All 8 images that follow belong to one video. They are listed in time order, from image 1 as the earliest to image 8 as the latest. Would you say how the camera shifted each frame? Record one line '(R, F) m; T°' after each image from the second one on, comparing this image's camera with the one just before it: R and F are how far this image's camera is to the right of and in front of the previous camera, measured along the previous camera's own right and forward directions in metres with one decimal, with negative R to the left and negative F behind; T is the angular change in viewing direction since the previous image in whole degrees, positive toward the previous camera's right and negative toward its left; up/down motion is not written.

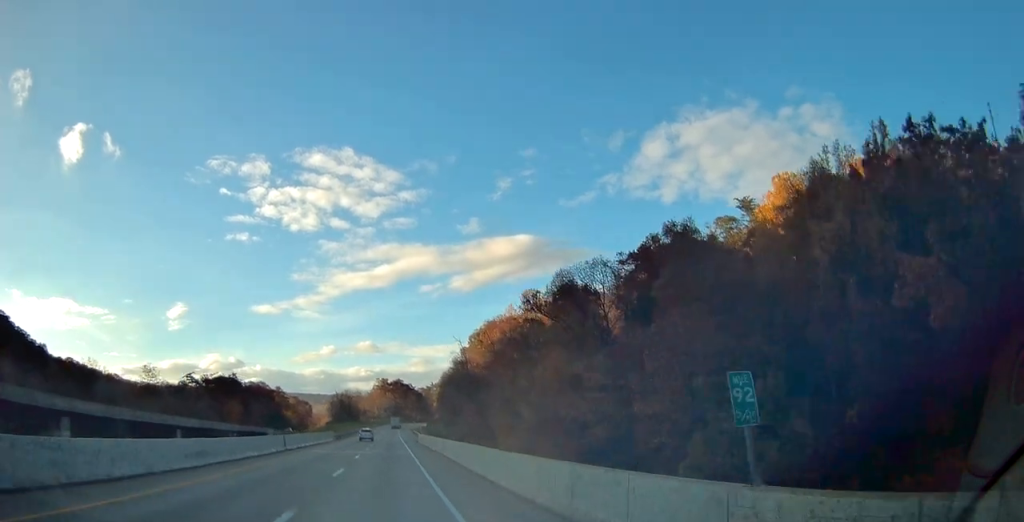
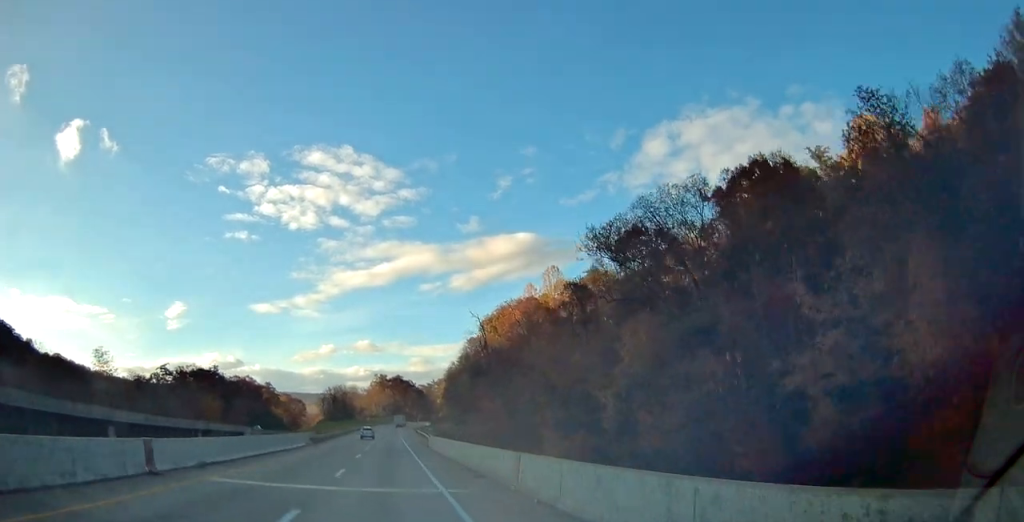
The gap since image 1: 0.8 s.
(+0.1, +24.6) m; 0°
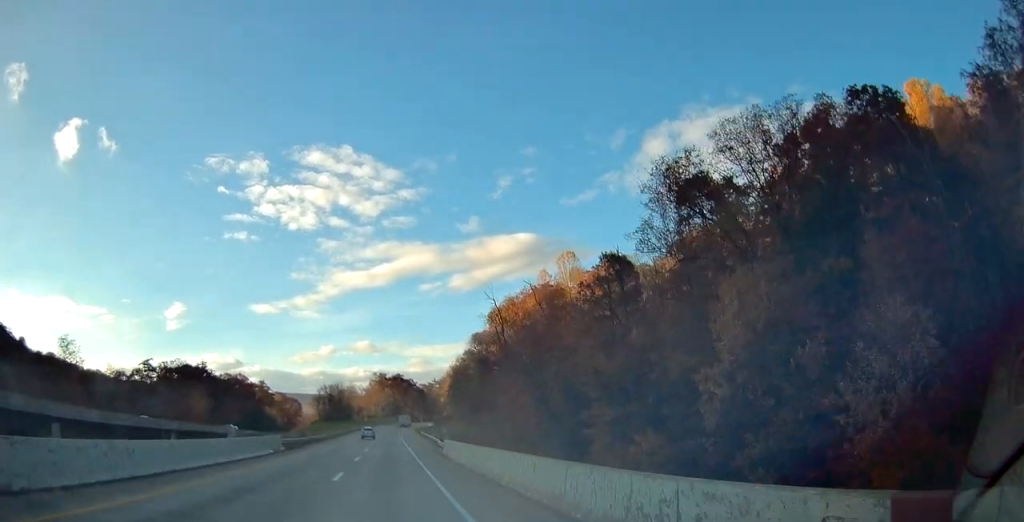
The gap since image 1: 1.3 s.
(0.0, +13.7) m; 0°
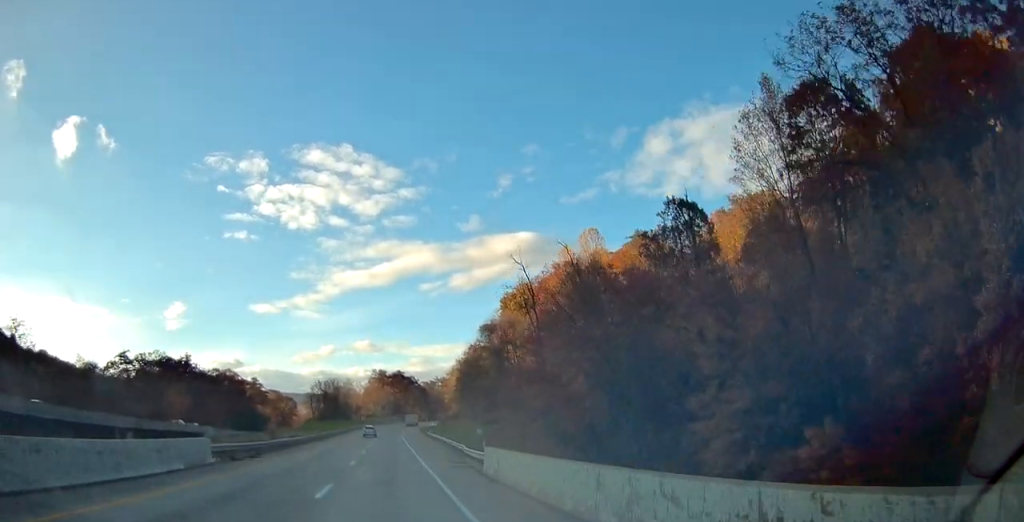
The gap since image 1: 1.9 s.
(-0.1, +16.7) m; 0°
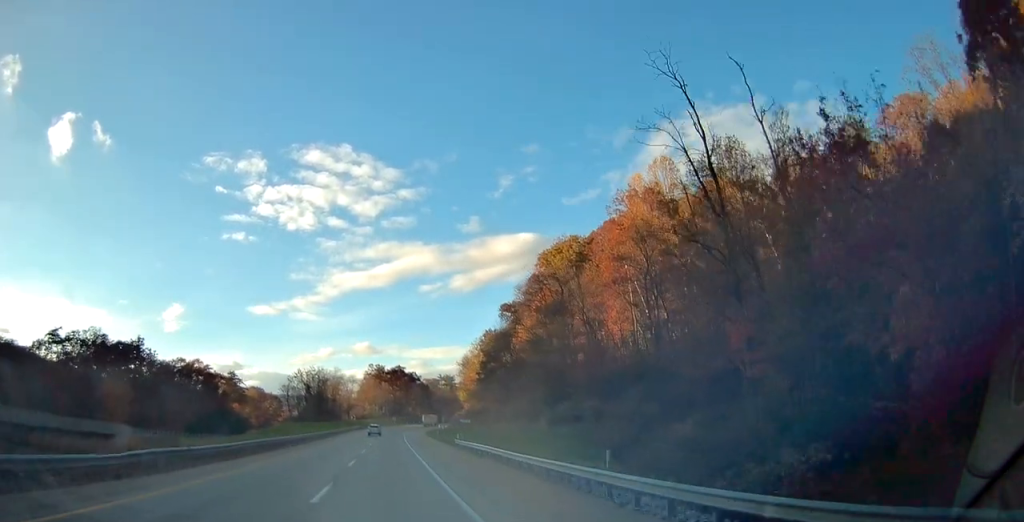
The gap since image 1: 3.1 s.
(+0.2, +36.3) m; 0°
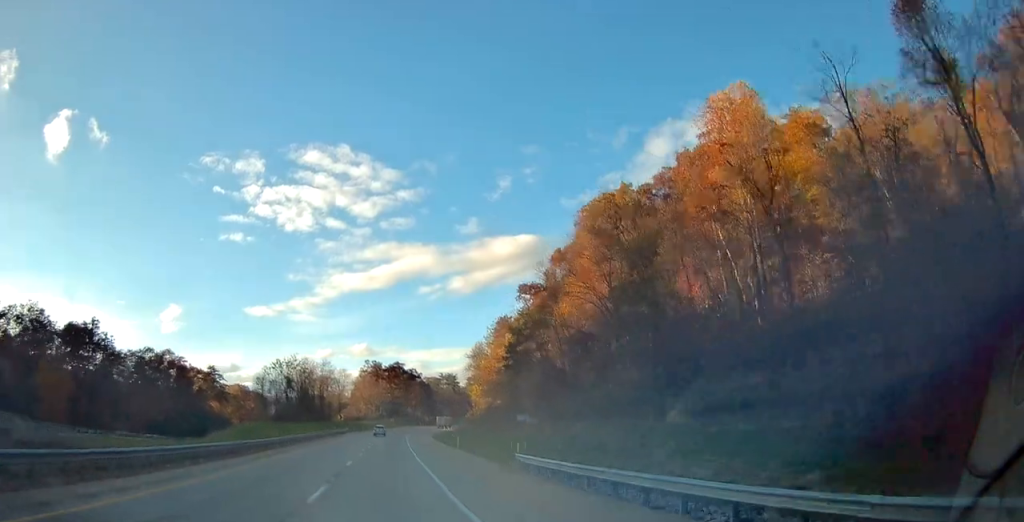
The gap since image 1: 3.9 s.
(0.0, +24.5) m; 0°
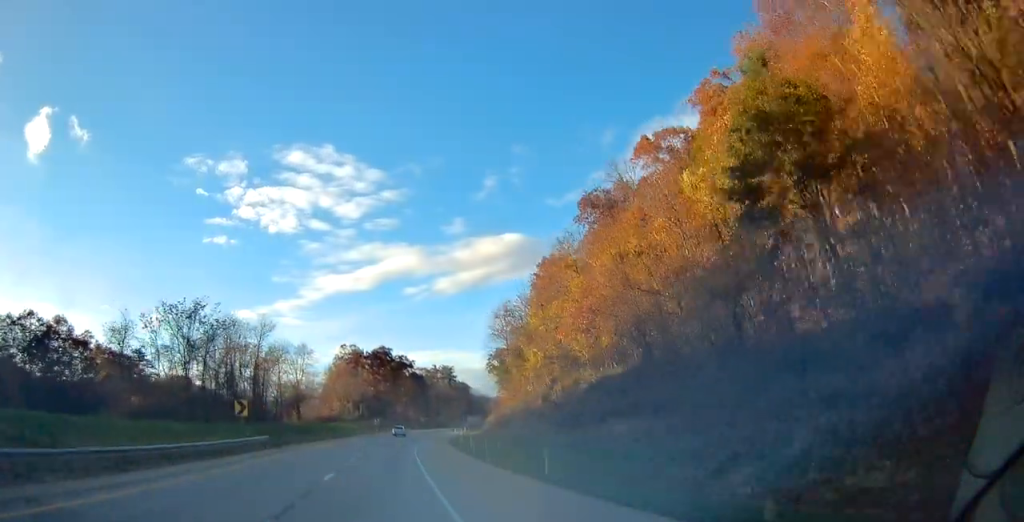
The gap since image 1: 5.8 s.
(0.0, +54.7) m; +1°
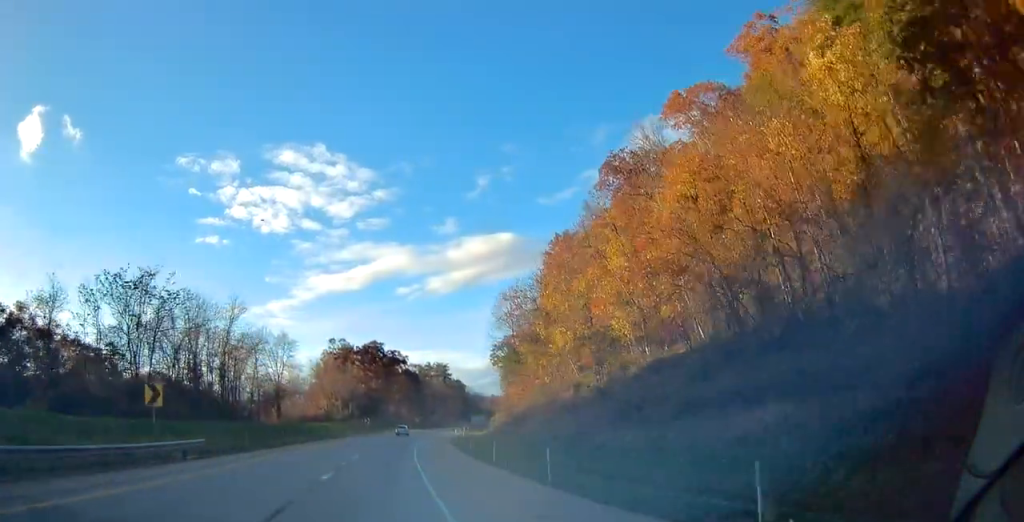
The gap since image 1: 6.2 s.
(-0.1, +12.7) m; +1°
